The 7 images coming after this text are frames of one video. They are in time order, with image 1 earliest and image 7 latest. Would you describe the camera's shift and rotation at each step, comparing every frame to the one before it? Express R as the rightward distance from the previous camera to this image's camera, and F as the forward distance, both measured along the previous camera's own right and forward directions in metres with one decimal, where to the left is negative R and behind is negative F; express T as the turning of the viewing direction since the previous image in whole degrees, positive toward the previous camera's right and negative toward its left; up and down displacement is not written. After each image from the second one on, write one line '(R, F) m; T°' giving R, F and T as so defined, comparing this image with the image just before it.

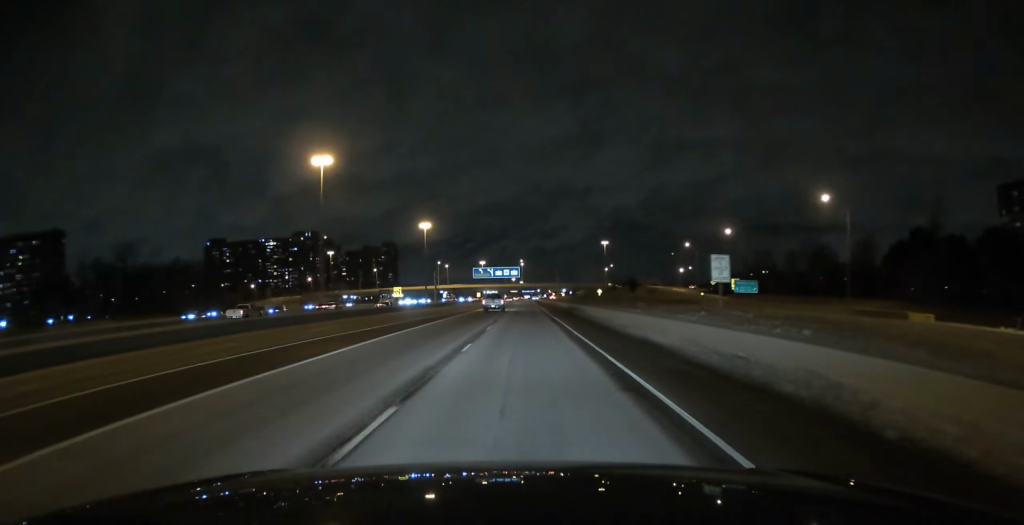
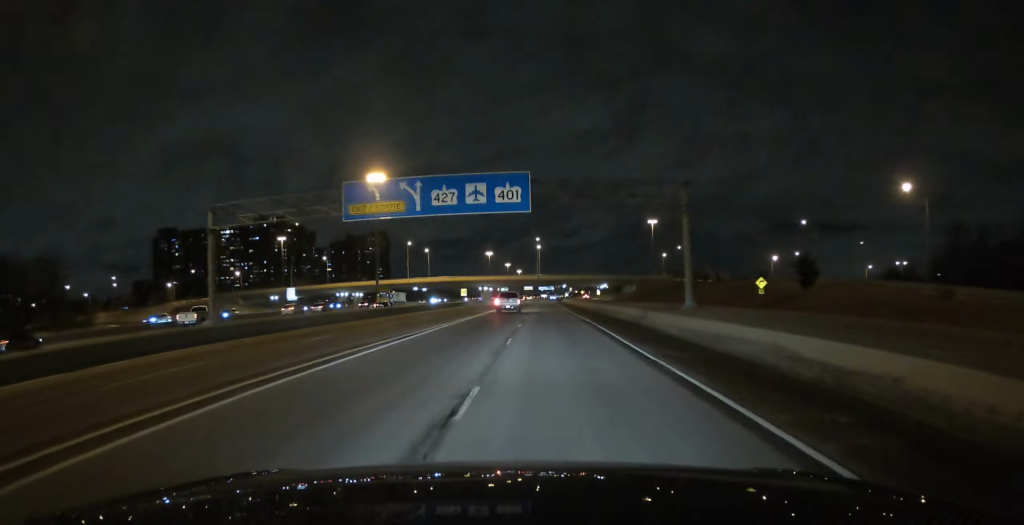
(-0.2, +107.7) m; 0°
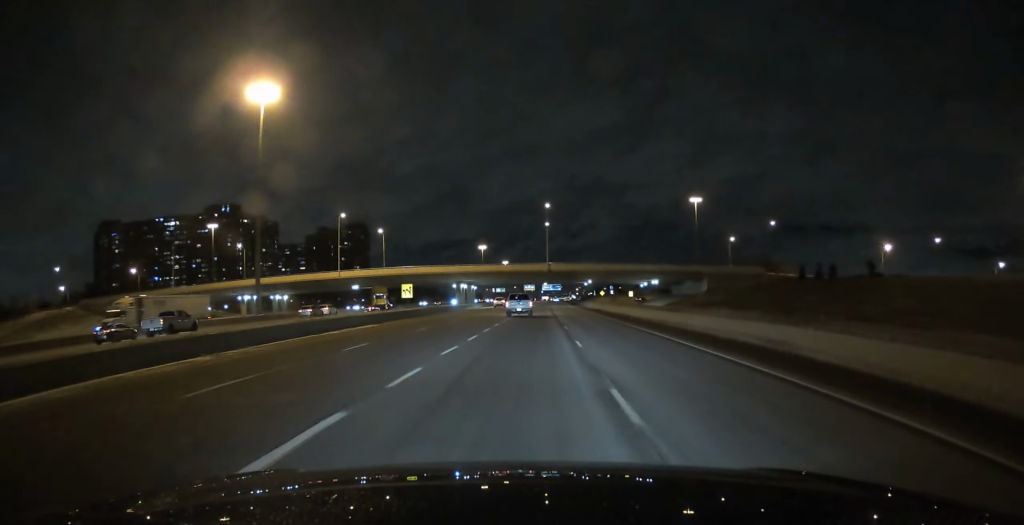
(-0.2, +72.6) m; 0°
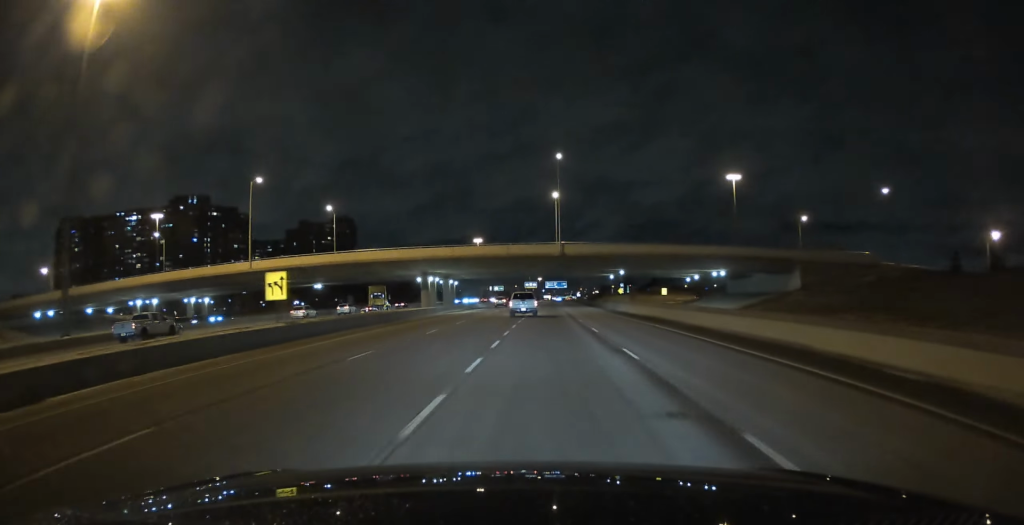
(-0.2, +39.7) m; 0°
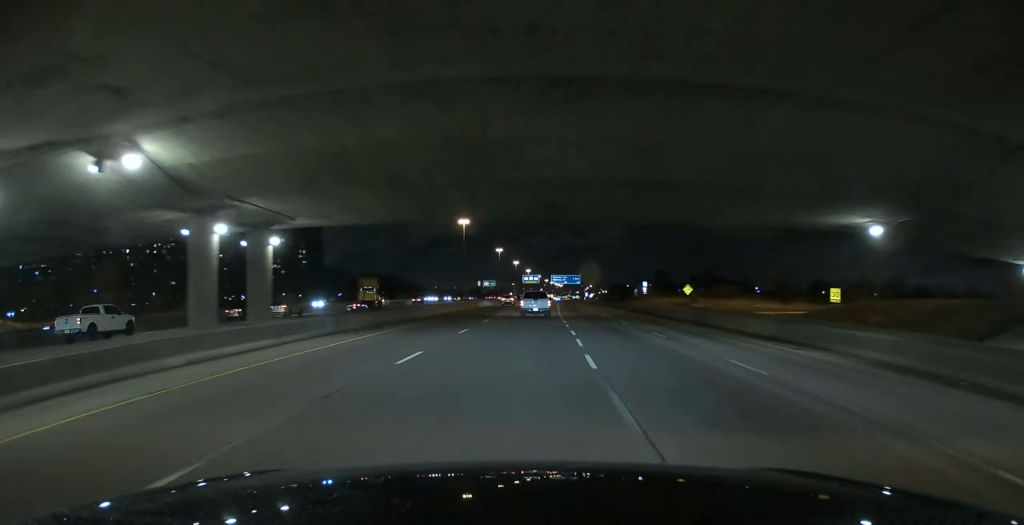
(-0.1, +72.9) m; 0°
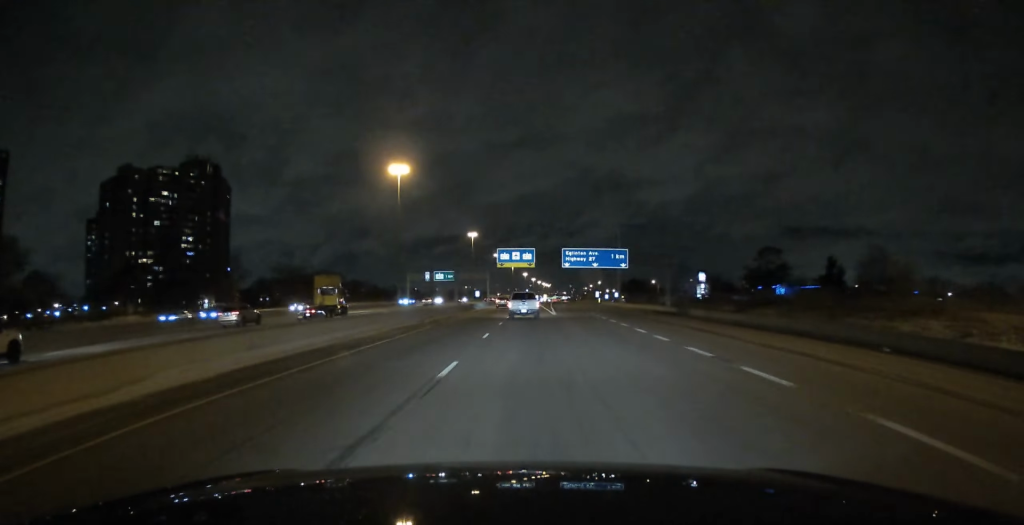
(+0.8, +113.3) m; +1°
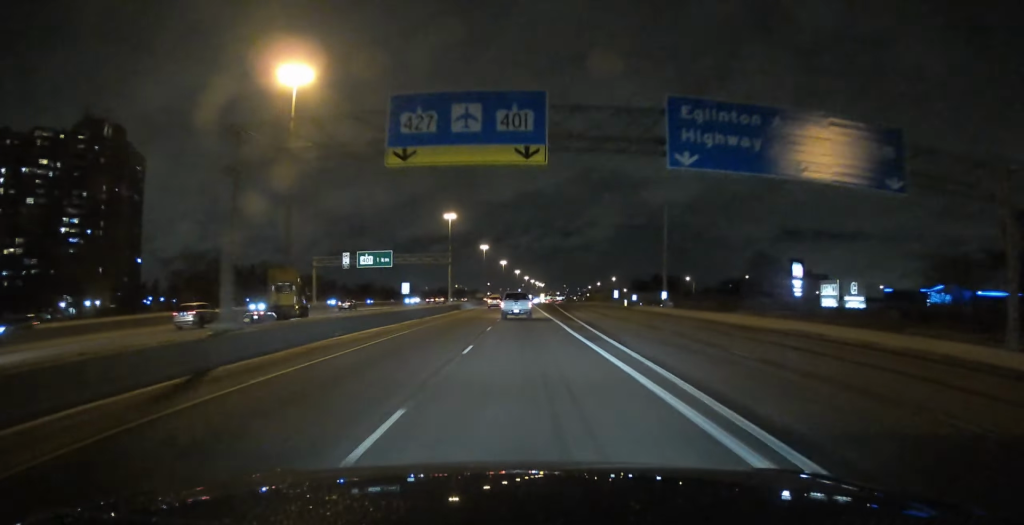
(+0.4, +67.9) m; +1°
